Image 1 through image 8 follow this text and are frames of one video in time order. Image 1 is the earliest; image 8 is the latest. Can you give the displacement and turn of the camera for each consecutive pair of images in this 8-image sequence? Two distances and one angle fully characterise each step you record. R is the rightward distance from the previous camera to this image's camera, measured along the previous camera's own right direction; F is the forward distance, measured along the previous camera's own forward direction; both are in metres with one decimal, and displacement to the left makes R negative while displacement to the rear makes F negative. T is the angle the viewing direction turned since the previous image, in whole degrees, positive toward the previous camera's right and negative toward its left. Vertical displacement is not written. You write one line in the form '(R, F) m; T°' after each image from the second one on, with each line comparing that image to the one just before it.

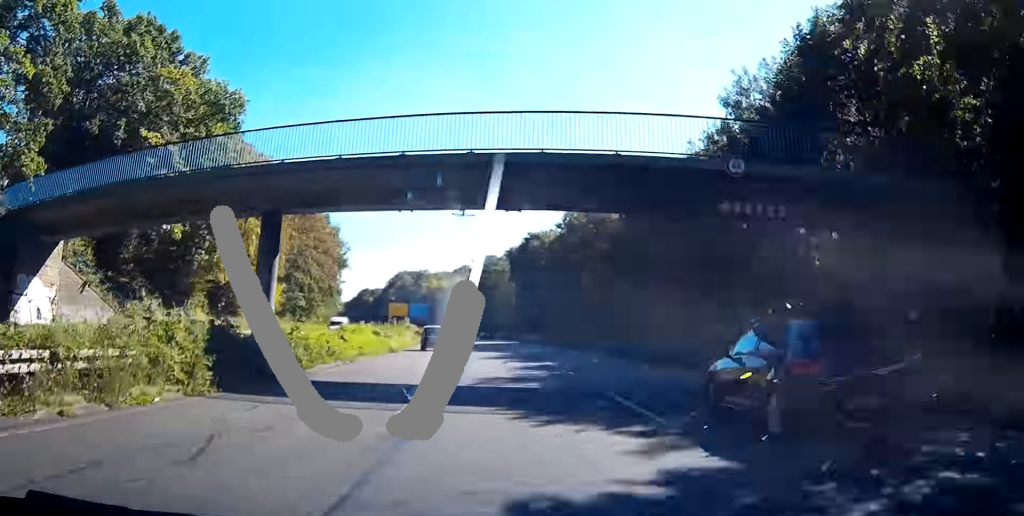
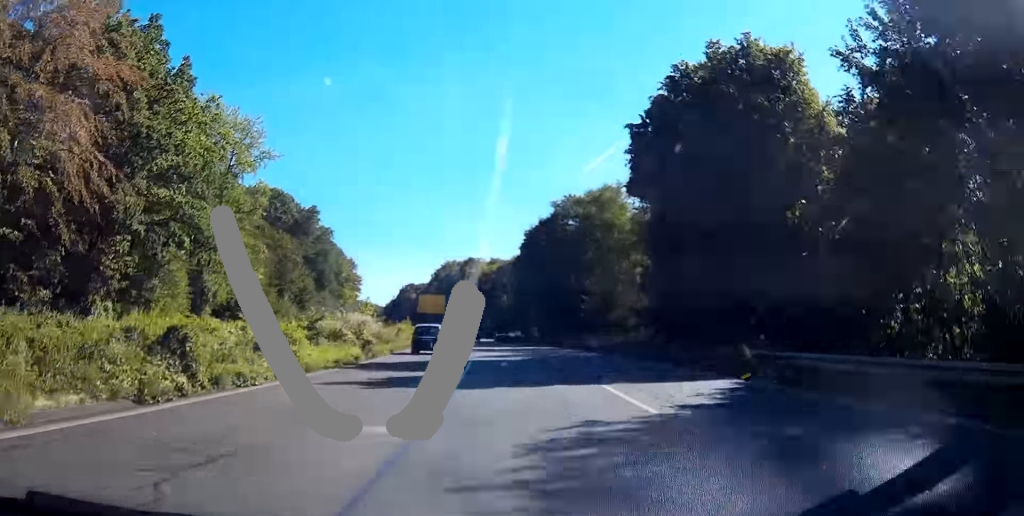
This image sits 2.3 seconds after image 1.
(-3.6, +71.9) m; -5°
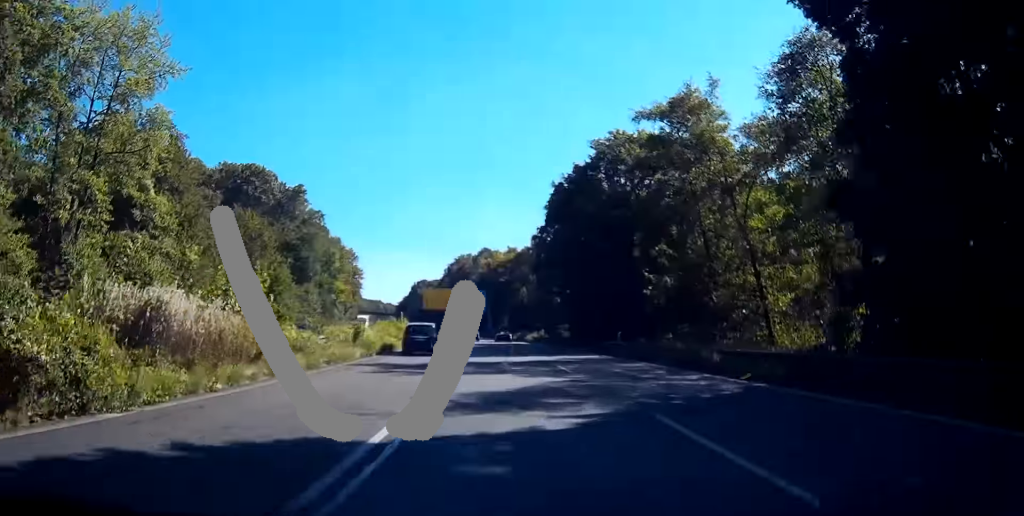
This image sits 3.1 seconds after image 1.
(-0.5, +24.7) m; -1°
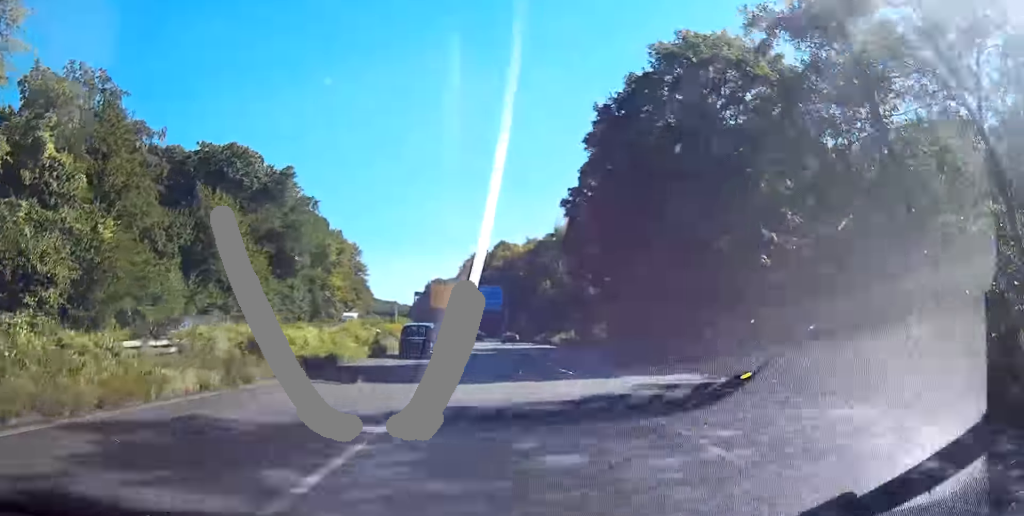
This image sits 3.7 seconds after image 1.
(-0.2, +18.3) m; -1°
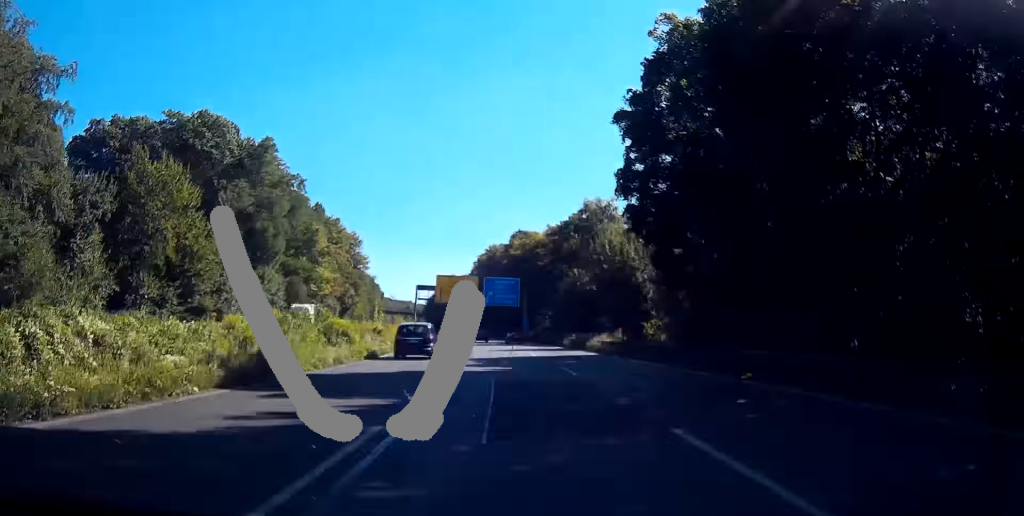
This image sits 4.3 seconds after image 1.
(0.0, +19.0) m; 0°
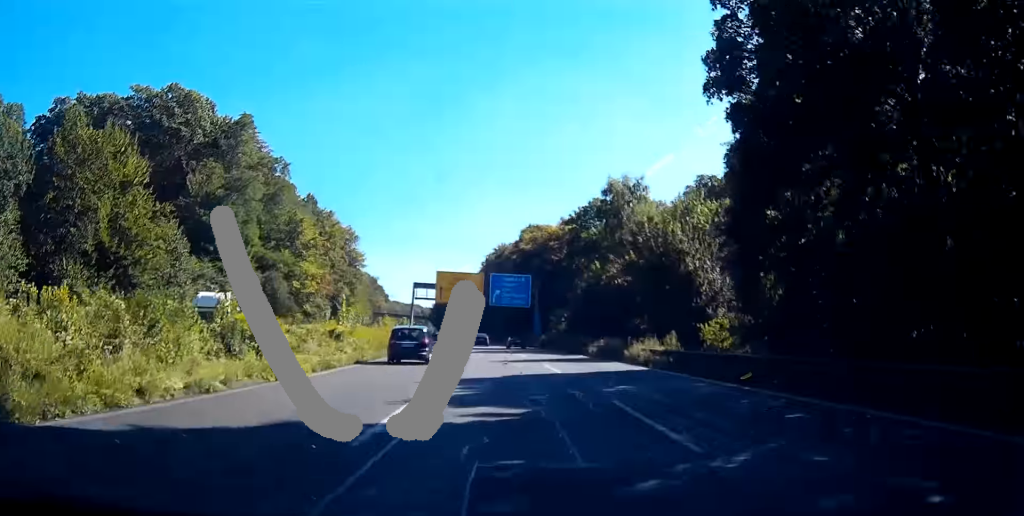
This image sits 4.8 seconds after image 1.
(0.0, +12.9) m; -1°
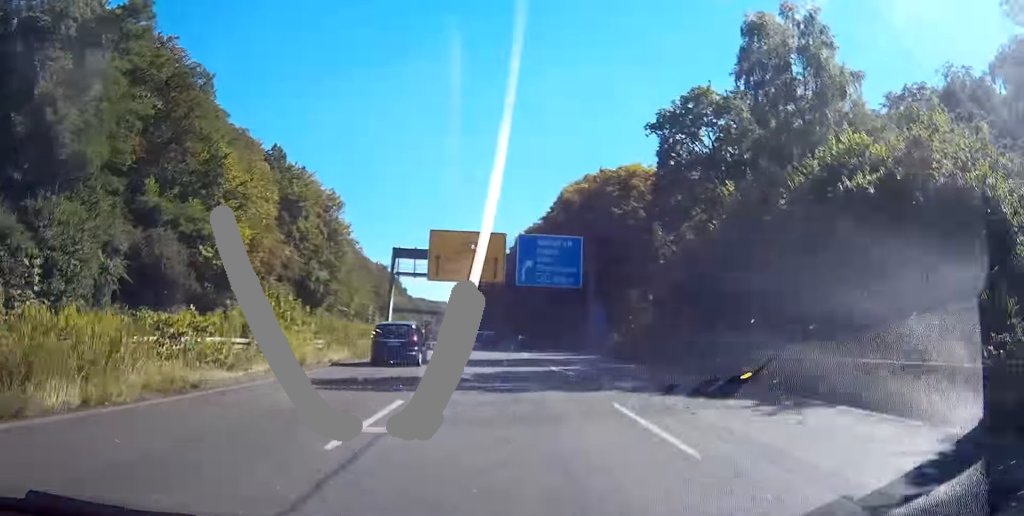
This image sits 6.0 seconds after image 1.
(-0.9, +36.2) m; -3°
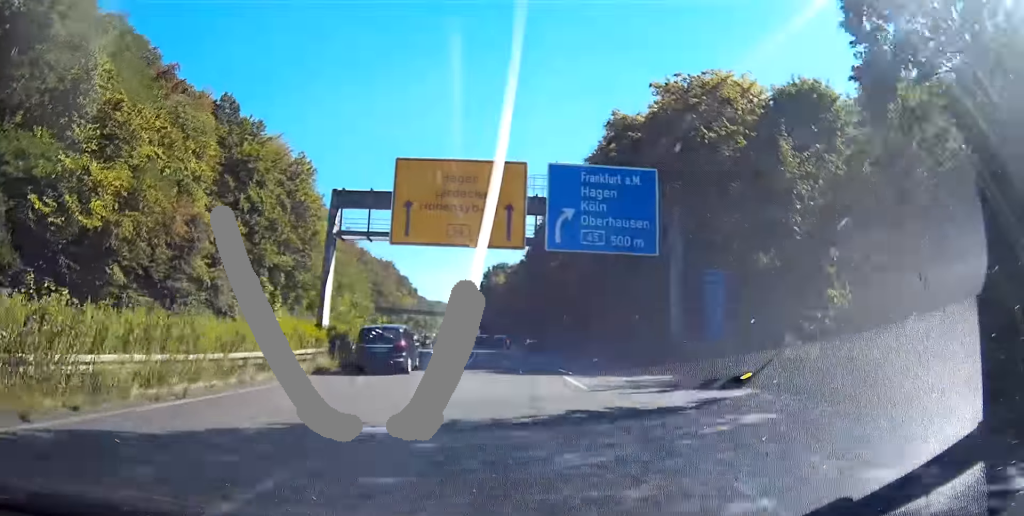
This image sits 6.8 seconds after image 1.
(-0.6, +25.8) m; -1°
